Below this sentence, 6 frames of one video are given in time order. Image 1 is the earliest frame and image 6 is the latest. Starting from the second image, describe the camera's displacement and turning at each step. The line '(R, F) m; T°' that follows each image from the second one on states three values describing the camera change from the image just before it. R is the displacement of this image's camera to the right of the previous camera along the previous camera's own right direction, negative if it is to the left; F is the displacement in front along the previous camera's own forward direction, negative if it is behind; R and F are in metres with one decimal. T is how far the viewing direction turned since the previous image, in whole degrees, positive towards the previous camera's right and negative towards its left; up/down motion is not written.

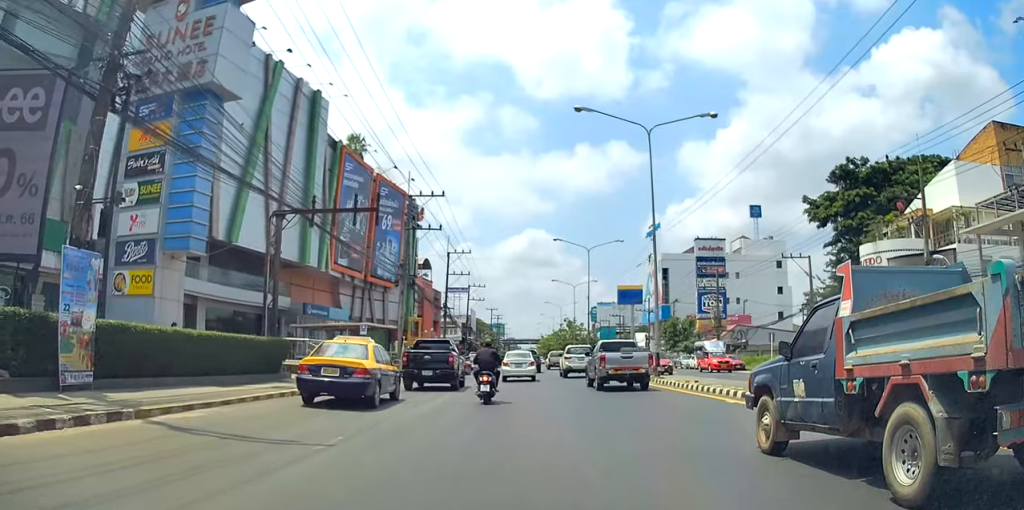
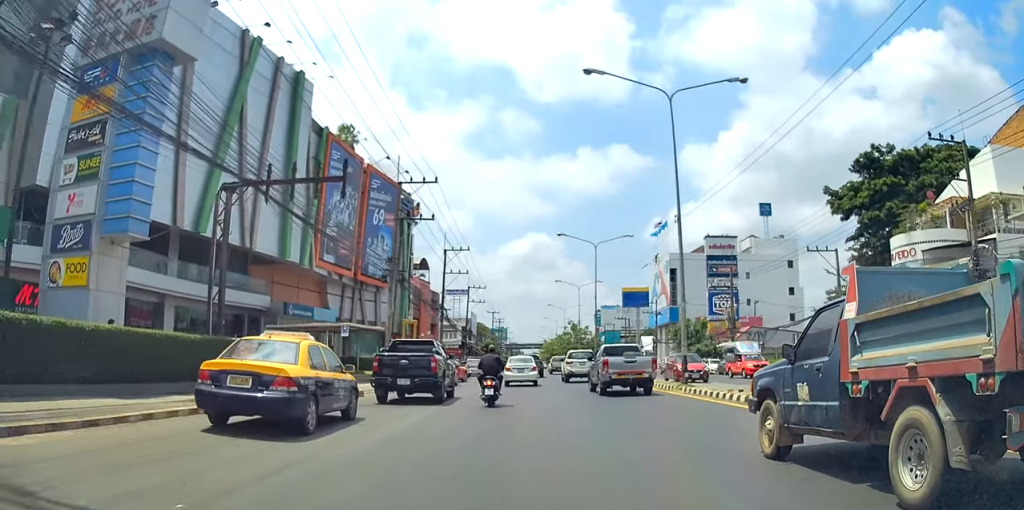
(+0.1, +4.2) m; 0°
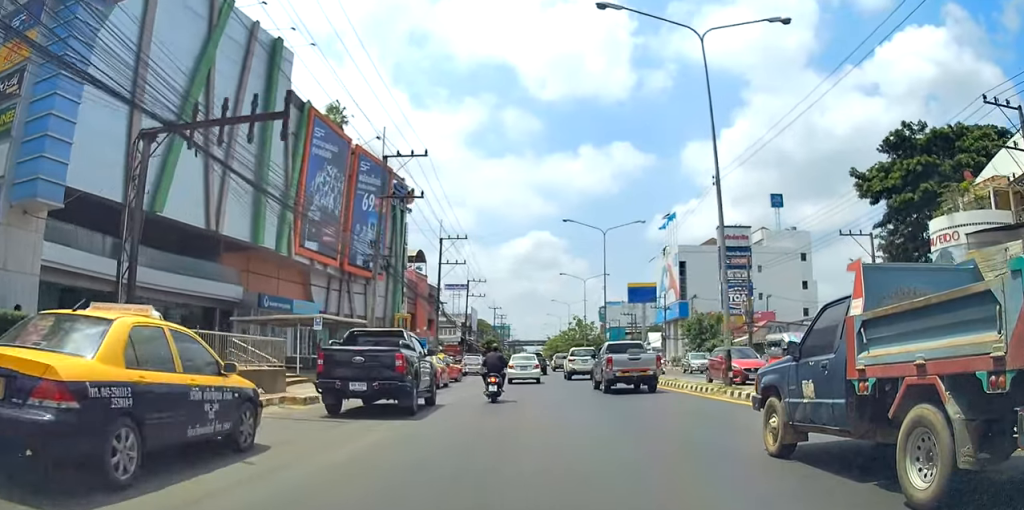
(-0.3, +4.7) m; 0°
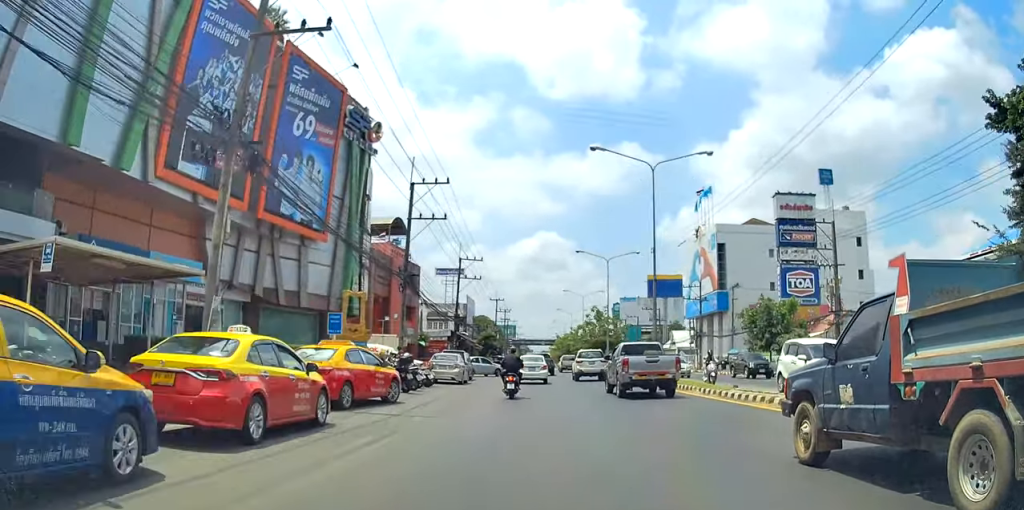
(+0.4, +17.6) m; 0°
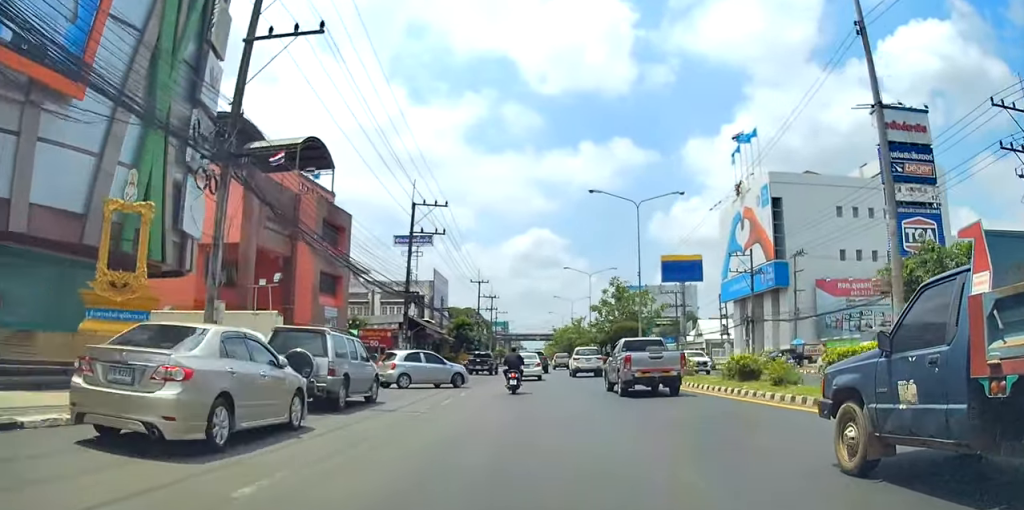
(-0.1, +22.7) m; 0°
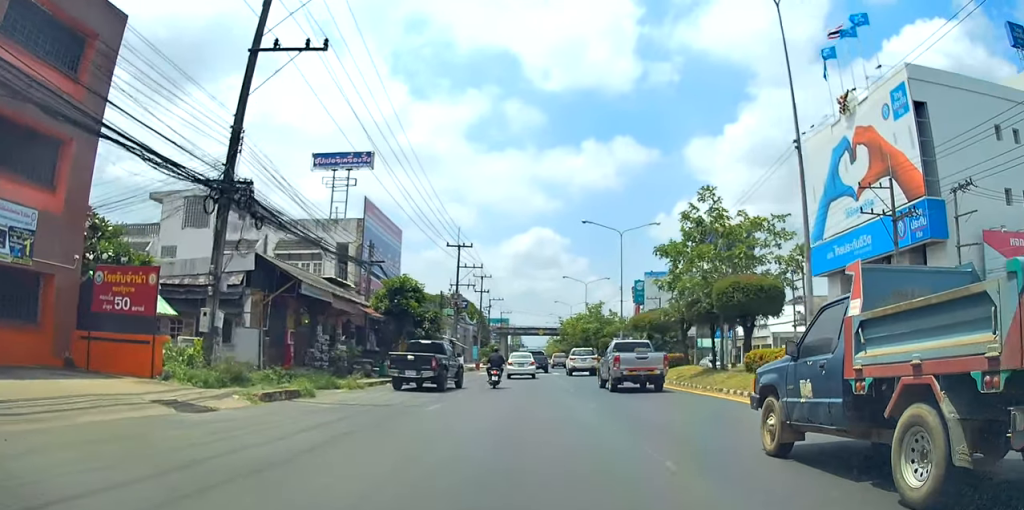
(-0.4, +27.6) m; -4°
